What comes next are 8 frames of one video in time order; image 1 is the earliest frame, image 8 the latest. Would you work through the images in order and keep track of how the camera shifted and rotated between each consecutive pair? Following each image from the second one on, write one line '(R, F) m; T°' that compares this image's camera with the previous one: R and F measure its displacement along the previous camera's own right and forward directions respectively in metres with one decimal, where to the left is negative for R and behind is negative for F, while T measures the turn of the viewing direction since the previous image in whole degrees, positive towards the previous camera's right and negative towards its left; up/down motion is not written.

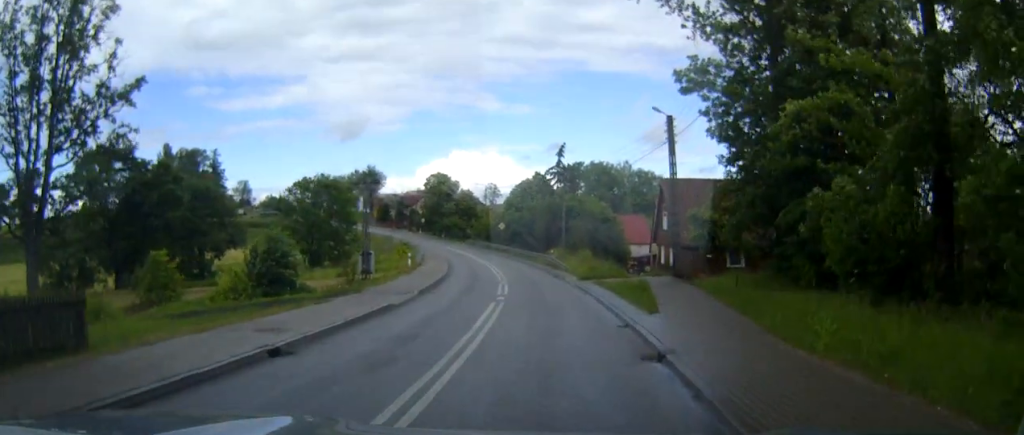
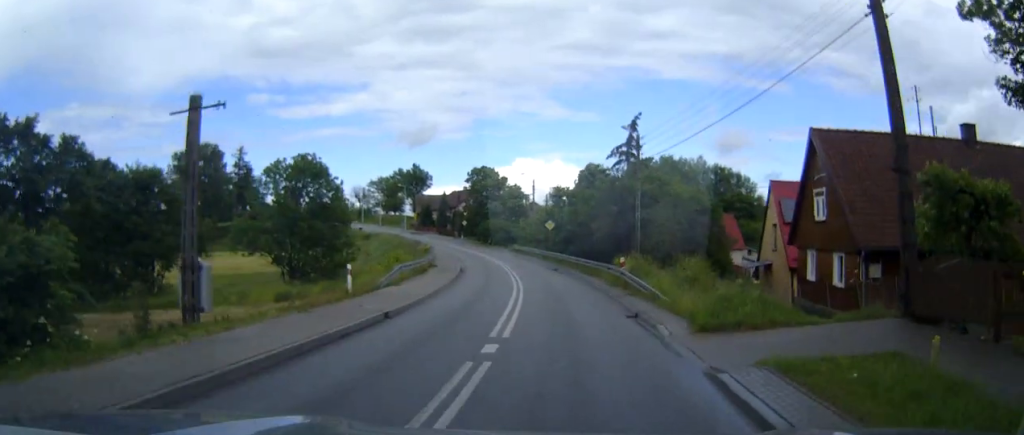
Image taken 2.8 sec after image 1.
(-1.3, +23.2) m; -7°
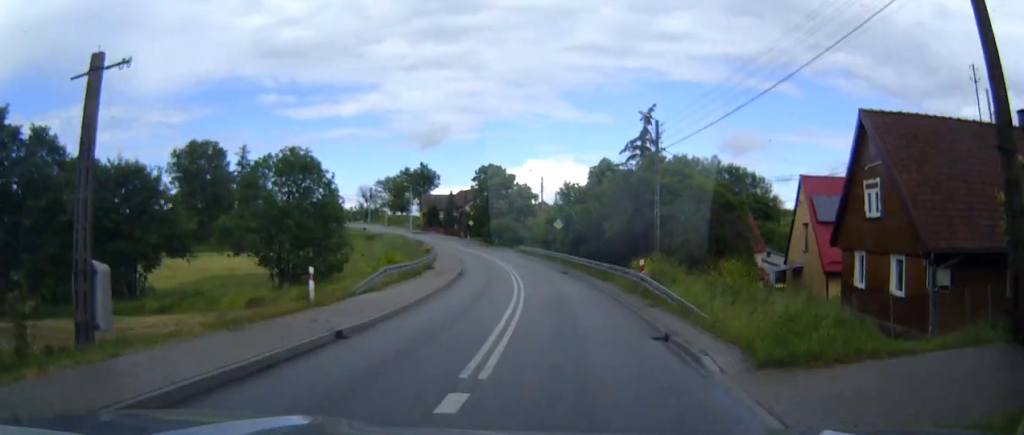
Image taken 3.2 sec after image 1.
(-0.1, +4.8) m; -1°
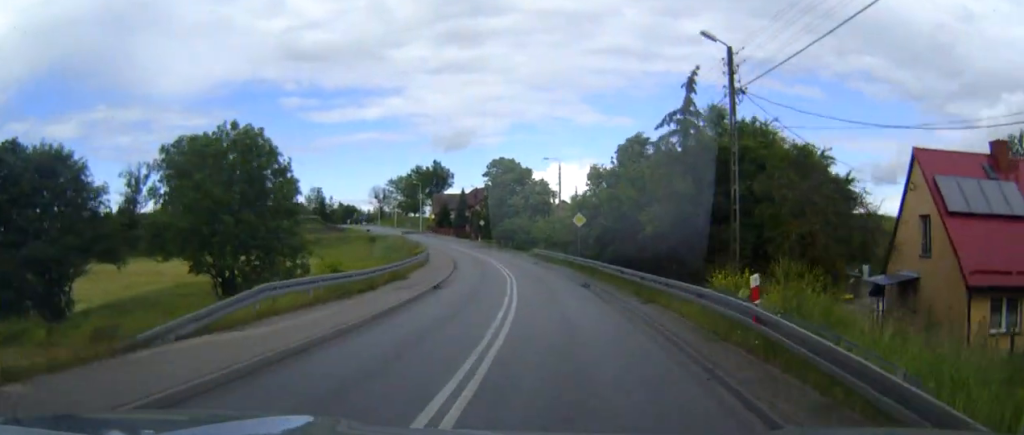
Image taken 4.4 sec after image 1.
(-0.2, +13.3) m; -2°
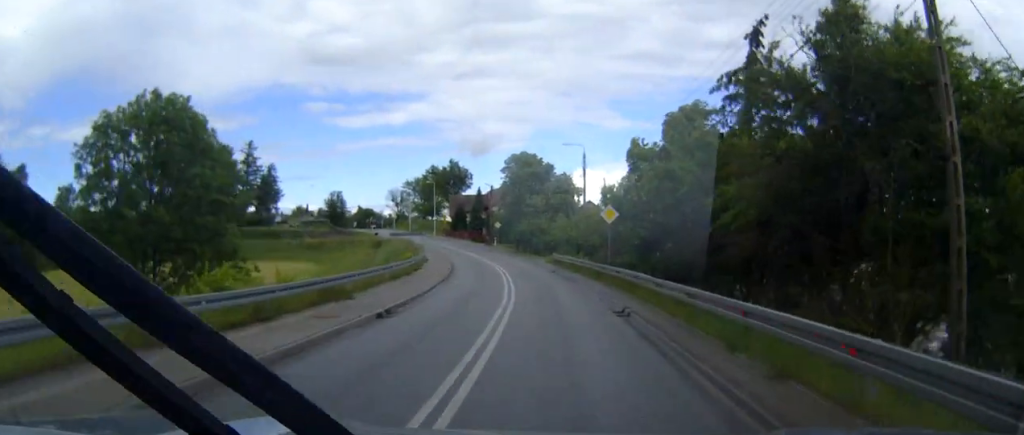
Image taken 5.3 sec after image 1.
(-0.2, +11.7) m; -2°
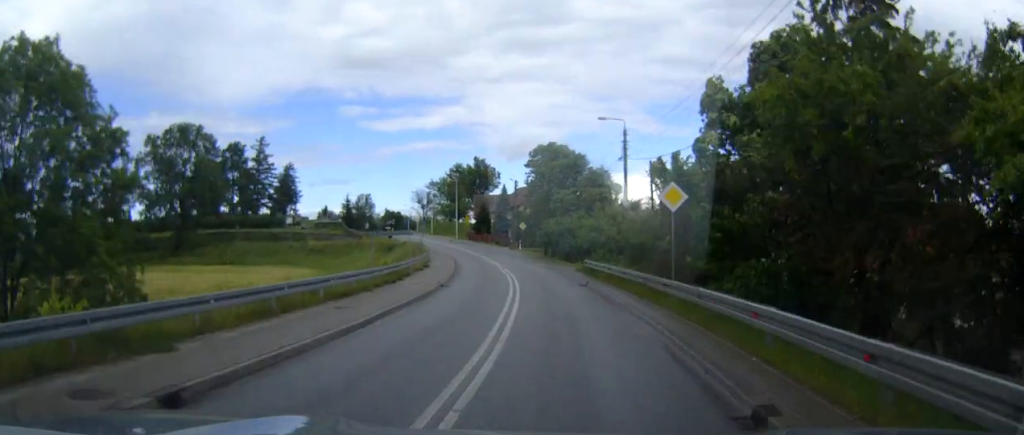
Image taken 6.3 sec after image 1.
(-0.3, +12.3) m; -3°
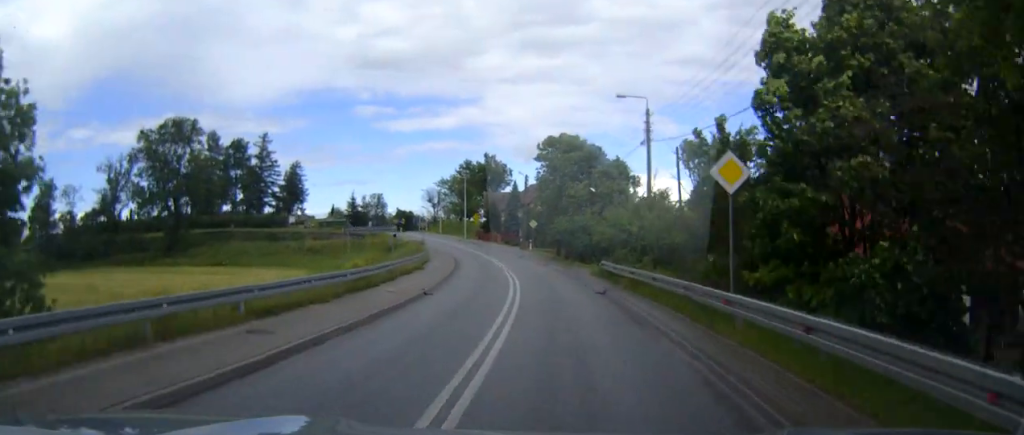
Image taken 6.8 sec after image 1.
(0.0, +6.0) m; -1°
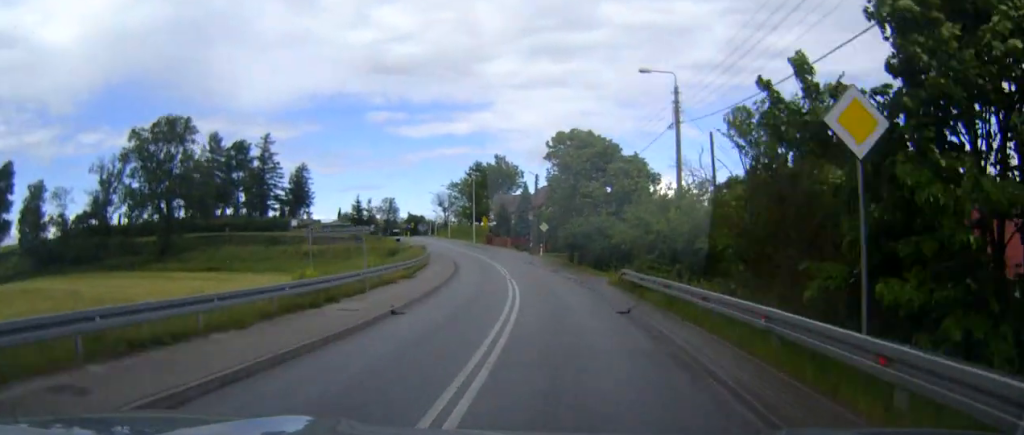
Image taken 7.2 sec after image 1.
(-0.1, +6.2) m; -1°
